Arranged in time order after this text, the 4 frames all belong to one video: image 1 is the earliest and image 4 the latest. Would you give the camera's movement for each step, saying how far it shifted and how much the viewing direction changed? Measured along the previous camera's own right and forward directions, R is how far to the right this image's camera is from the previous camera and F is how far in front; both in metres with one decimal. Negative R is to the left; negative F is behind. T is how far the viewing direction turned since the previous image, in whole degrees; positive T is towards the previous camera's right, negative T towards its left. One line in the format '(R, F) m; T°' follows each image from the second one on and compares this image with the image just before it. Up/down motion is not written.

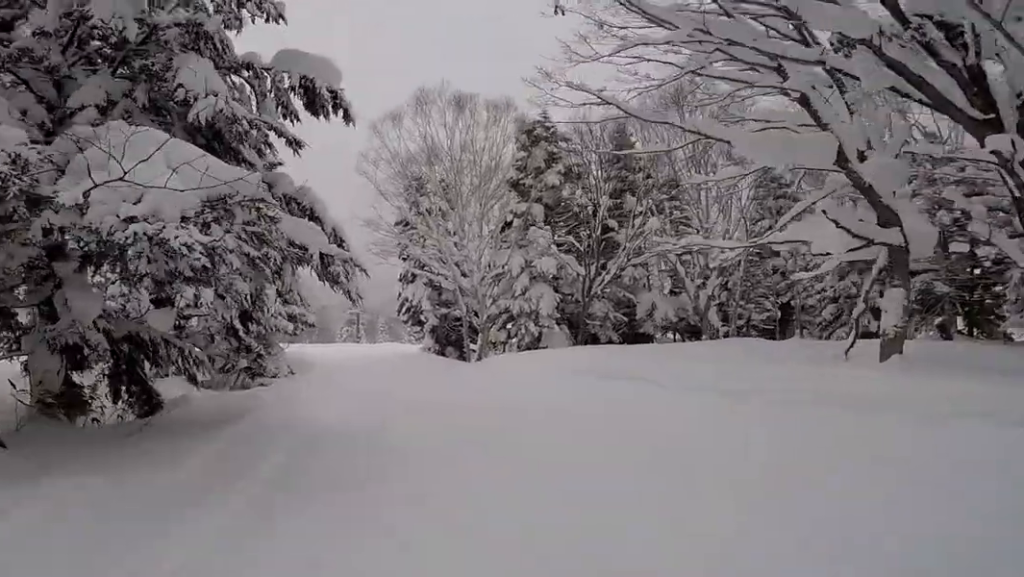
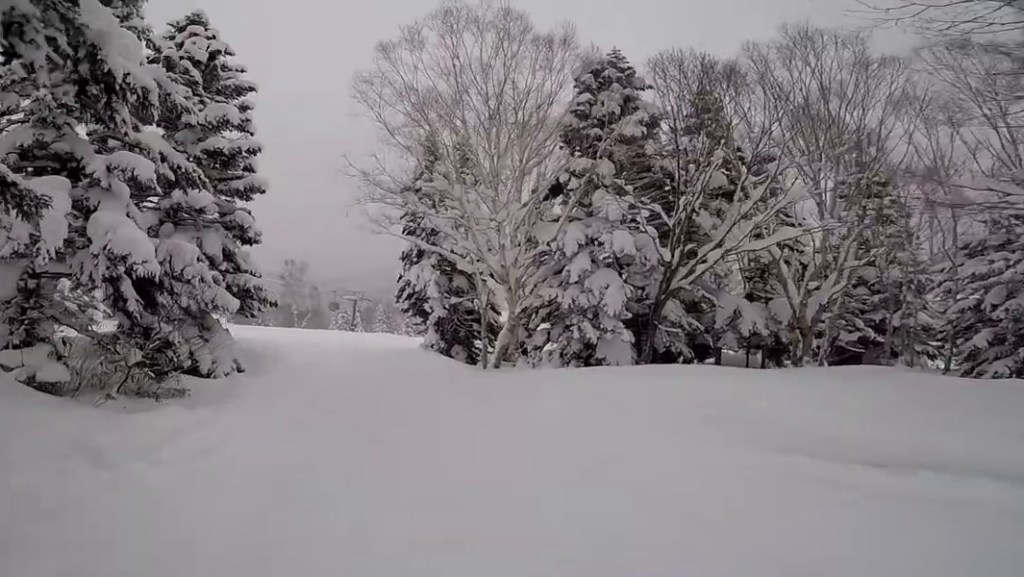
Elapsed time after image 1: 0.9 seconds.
(+0.4, +6.4) m; -2°
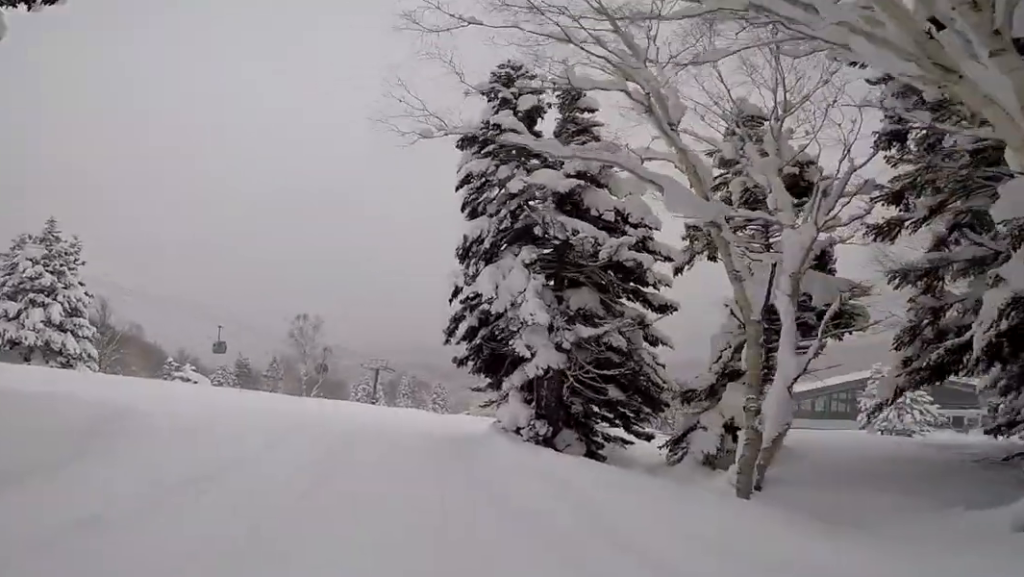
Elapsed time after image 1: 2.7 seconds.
(-1.6, +13.0) m; -3°
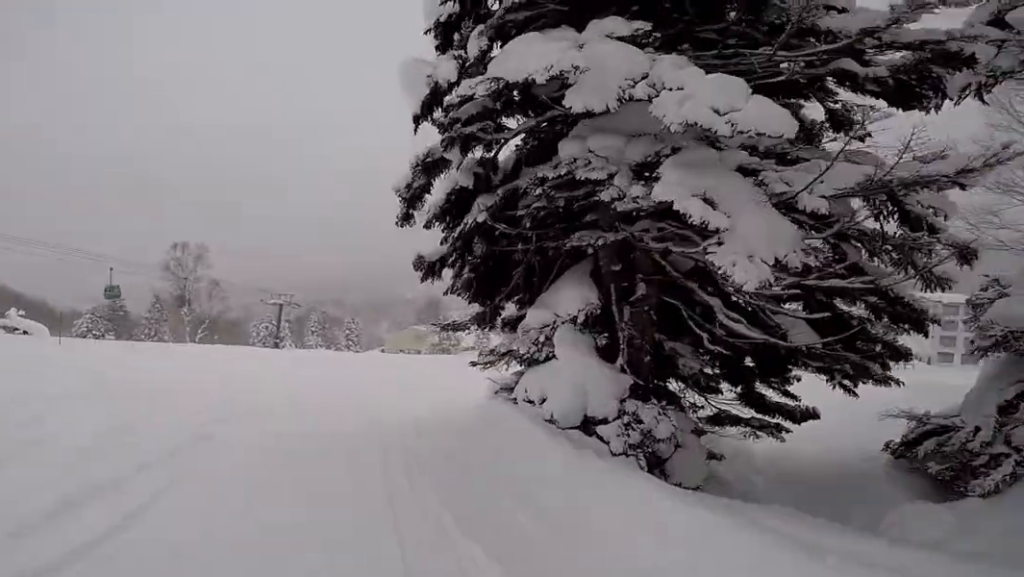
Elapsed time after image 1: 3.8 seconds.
(+1.0, +7.8) m; +8°
